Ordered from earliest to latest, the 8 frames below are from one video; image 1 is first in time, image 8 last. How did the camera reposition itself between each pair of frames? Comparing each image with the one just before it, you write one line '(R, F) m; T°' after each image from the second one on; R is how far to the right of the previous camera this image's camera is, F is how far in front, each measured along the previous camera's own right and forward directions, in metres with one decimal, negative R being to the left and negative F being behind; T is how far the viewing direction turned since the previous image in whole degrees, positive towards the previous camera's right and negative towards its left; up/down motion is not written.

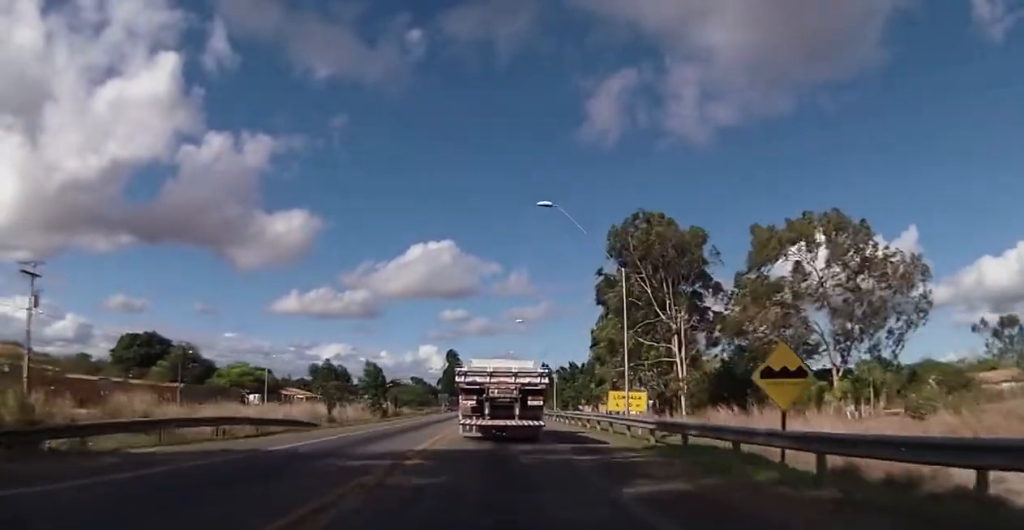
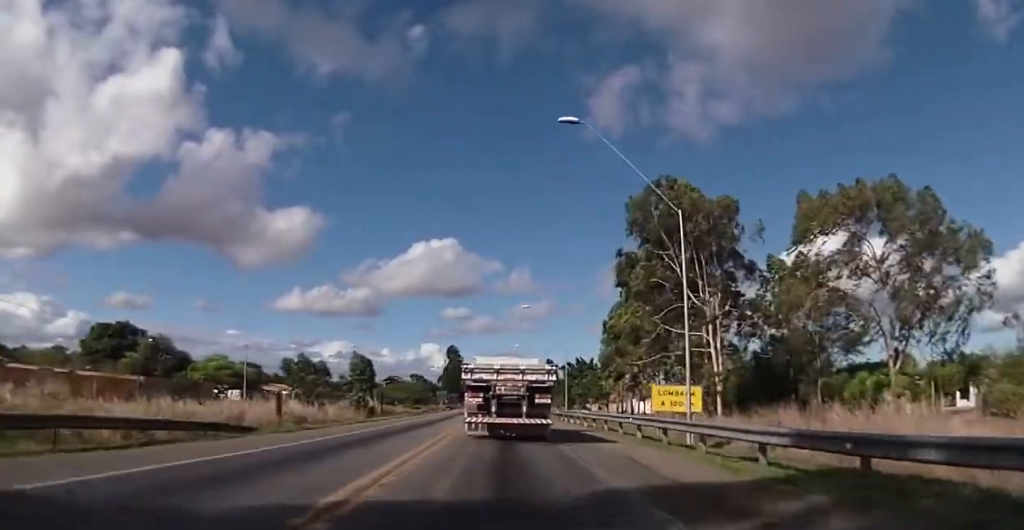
(+0.1, +10.0) m; 0°
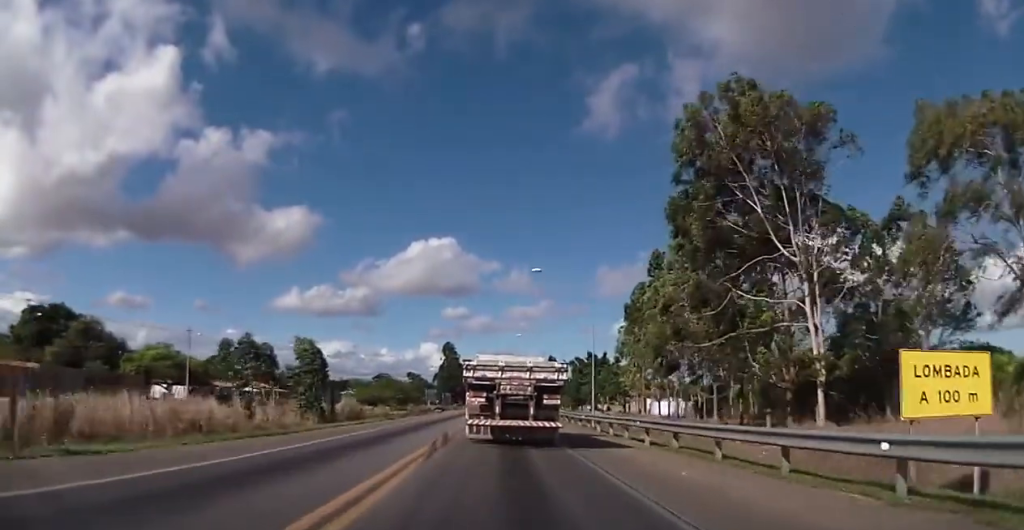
(-0.4, +17.6) m; 0°
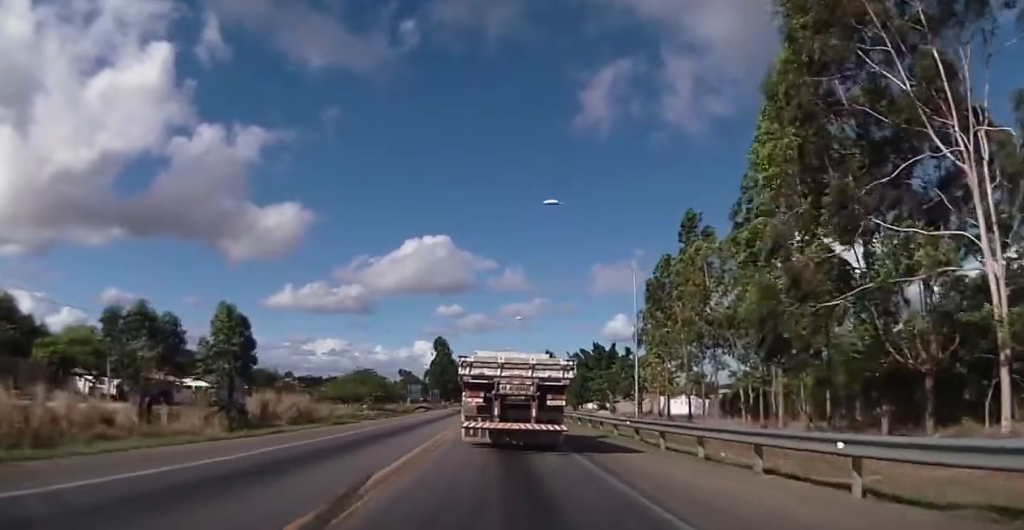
(+0.2, +16.2) m; 0°
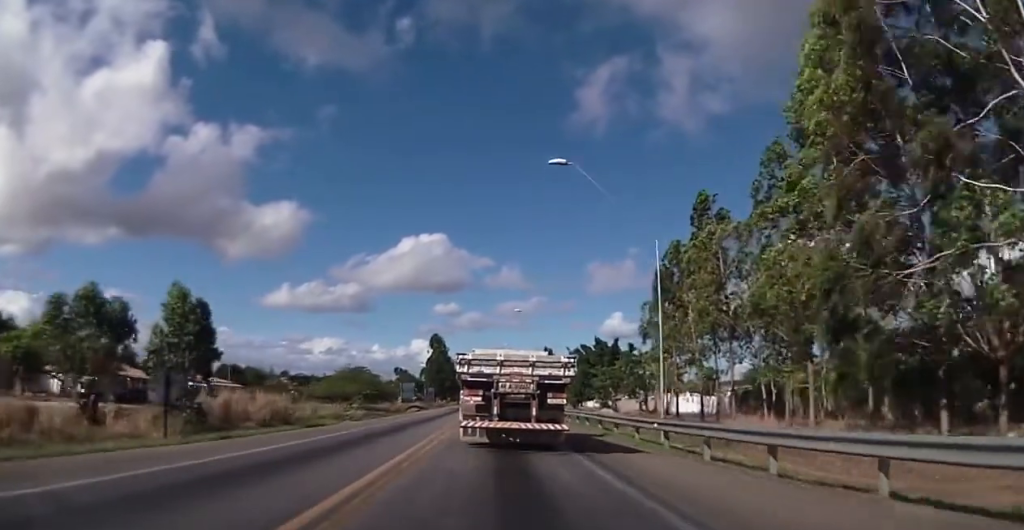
(0.0, +5.7) m; 0°
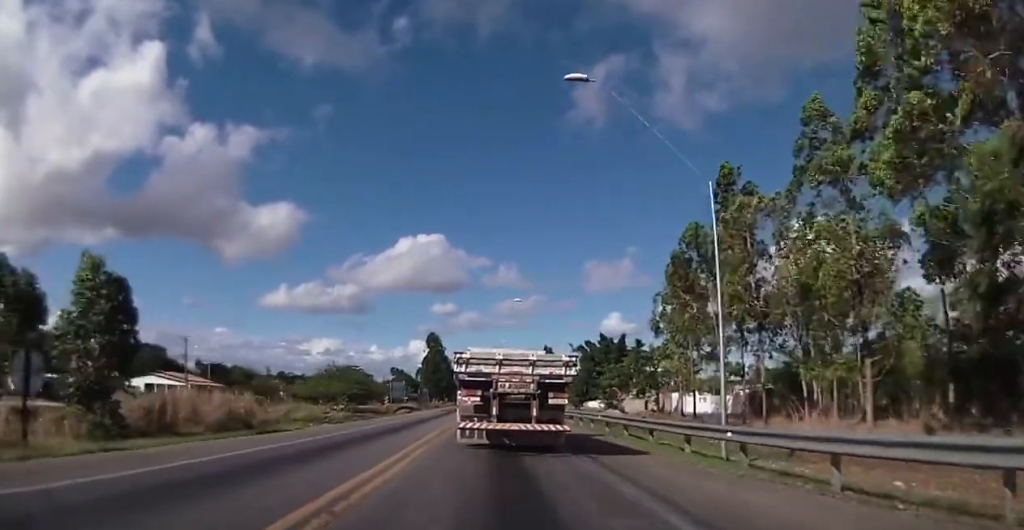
(0.0, +7.8) m; 0°
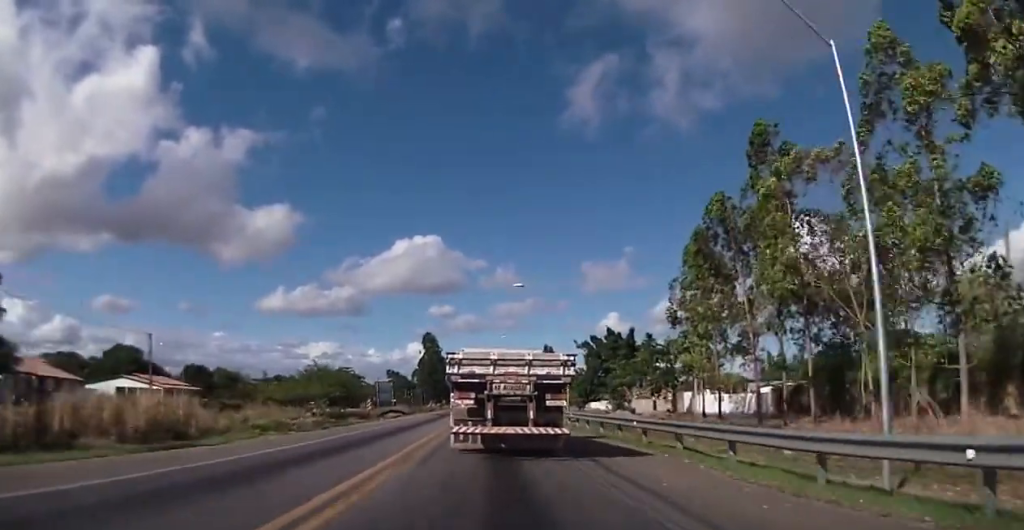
(0.0, +8.8) m; 0°
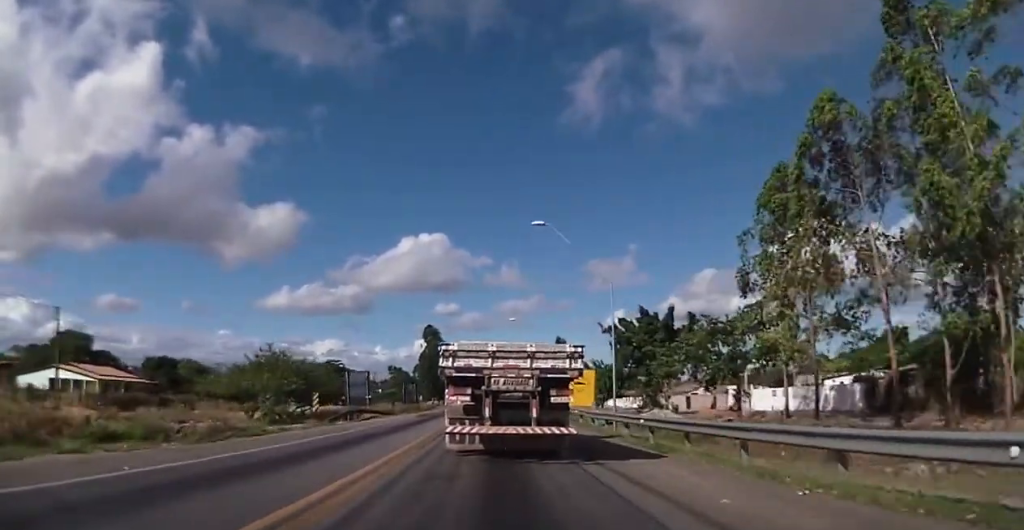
(+0.3, +19.2) m; +2°
